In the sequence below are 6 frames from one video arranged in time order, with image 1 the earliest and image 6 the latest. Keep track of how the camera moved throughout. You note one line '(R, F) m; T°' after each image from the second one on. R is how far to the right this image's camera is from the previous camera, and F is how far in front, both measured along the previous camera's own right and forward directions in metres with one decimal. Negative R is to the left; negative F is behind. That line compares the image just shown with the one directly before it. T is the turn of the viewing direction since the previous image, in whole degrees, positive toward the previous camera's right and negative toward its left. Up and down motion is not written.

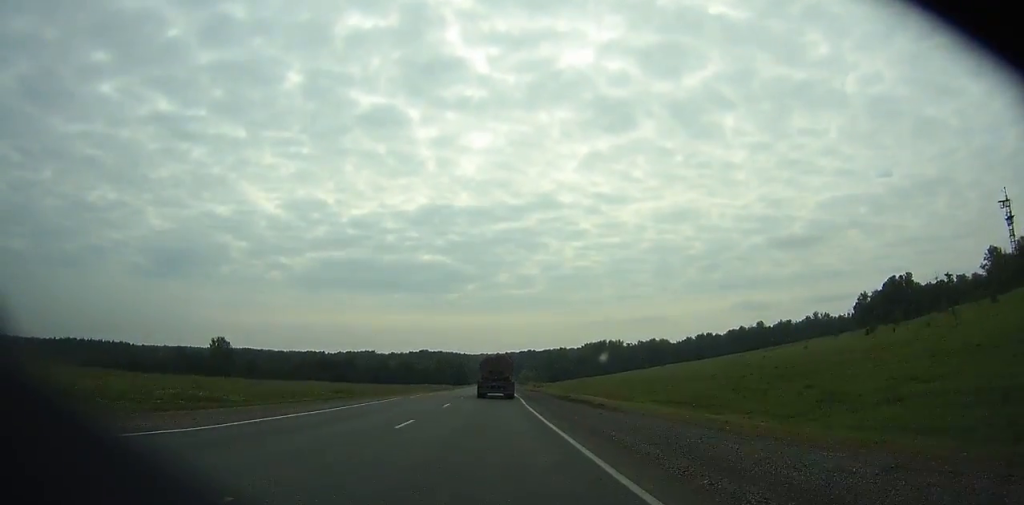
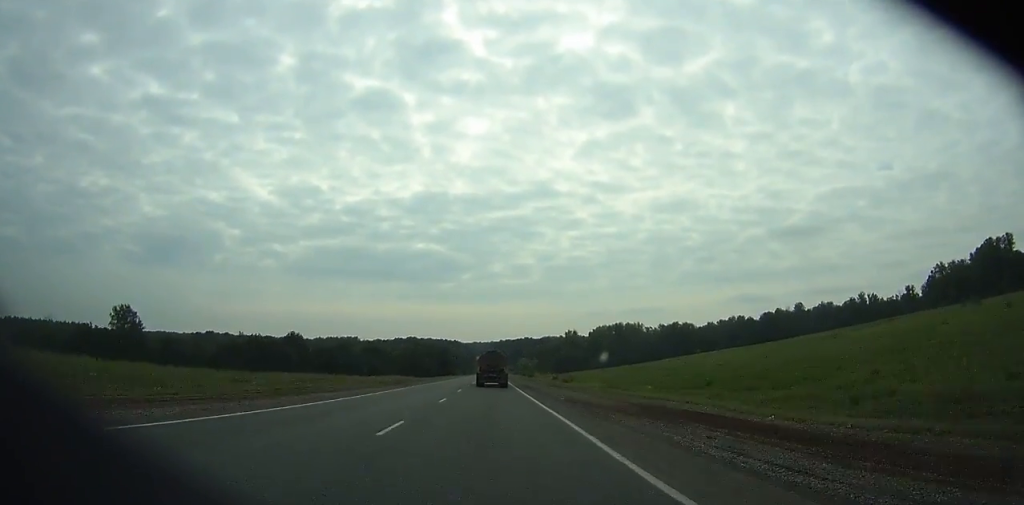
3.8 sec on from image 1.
(0.0, +75.8) m; 0°
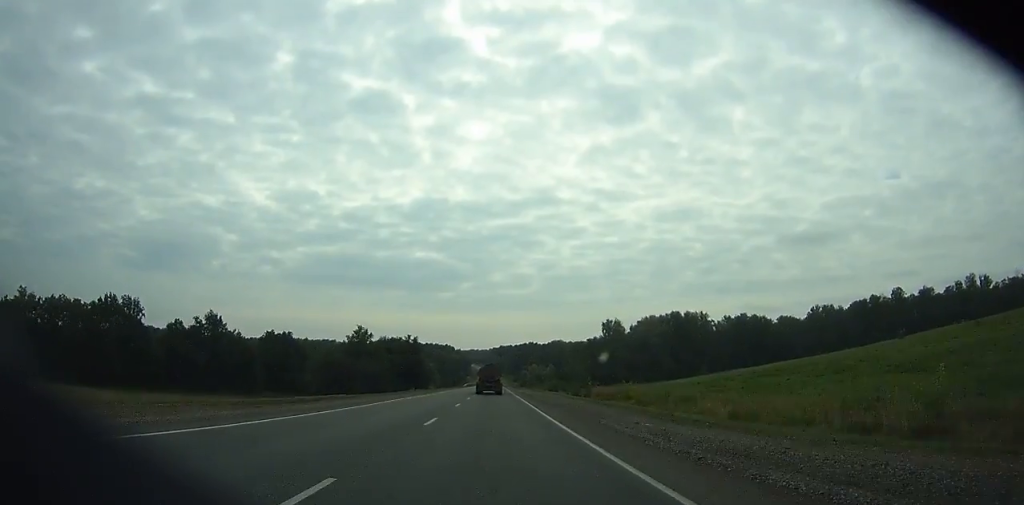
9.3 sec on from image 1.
(0.0, +114.6) m; 0°
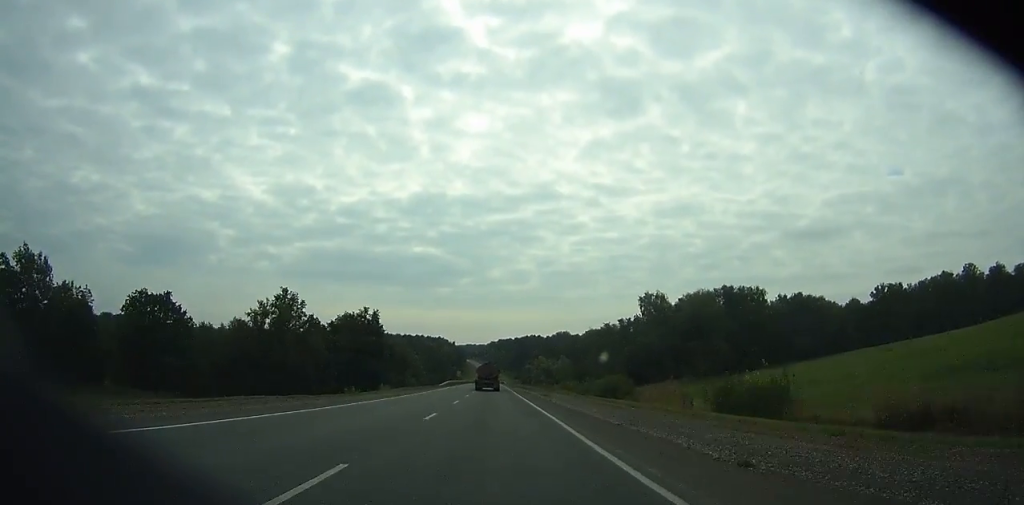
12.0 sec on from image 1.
(+0.1, +58.5) m; 0°
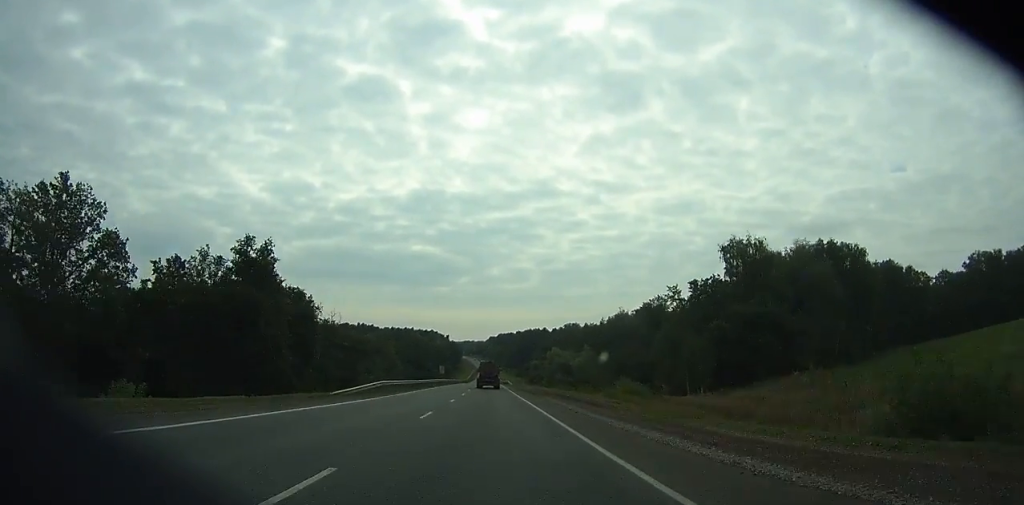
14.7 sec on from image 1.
(+0.2, +60.0) m; 0°
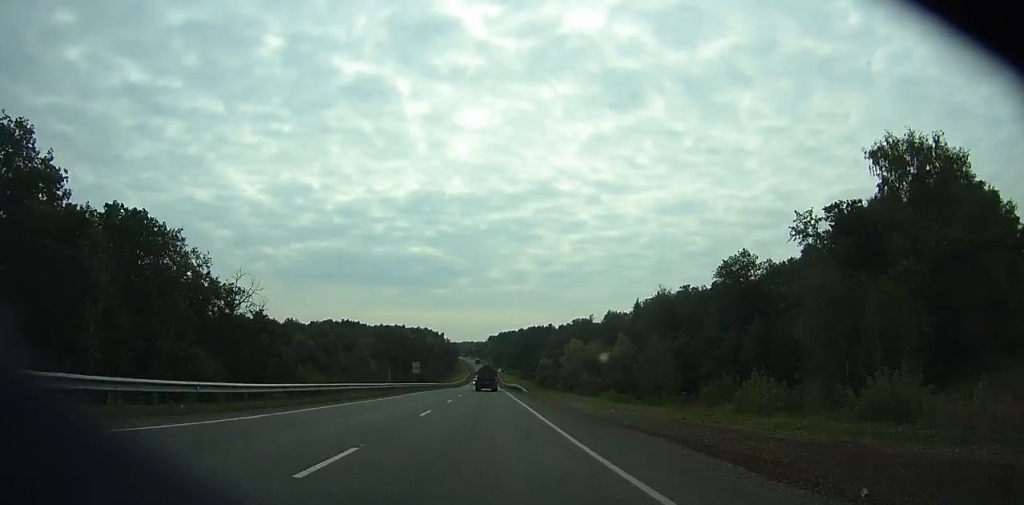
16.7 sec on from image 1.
(0.0, +45.5) m; 0°
